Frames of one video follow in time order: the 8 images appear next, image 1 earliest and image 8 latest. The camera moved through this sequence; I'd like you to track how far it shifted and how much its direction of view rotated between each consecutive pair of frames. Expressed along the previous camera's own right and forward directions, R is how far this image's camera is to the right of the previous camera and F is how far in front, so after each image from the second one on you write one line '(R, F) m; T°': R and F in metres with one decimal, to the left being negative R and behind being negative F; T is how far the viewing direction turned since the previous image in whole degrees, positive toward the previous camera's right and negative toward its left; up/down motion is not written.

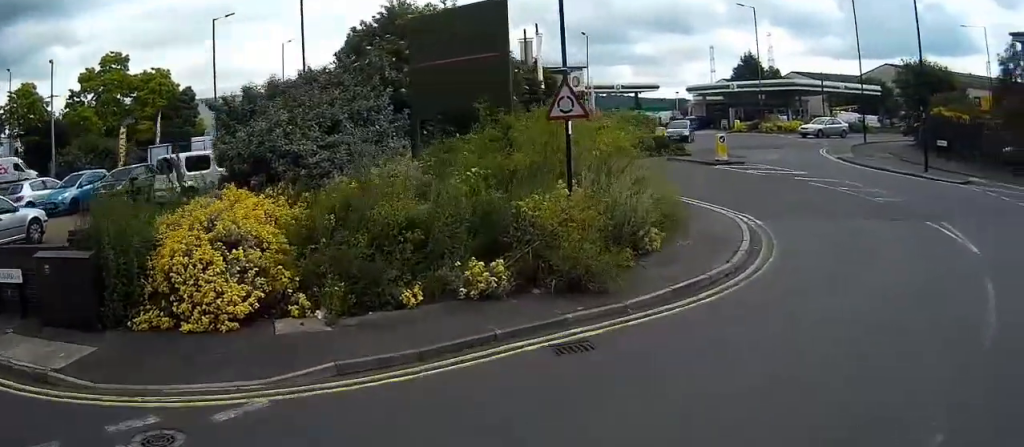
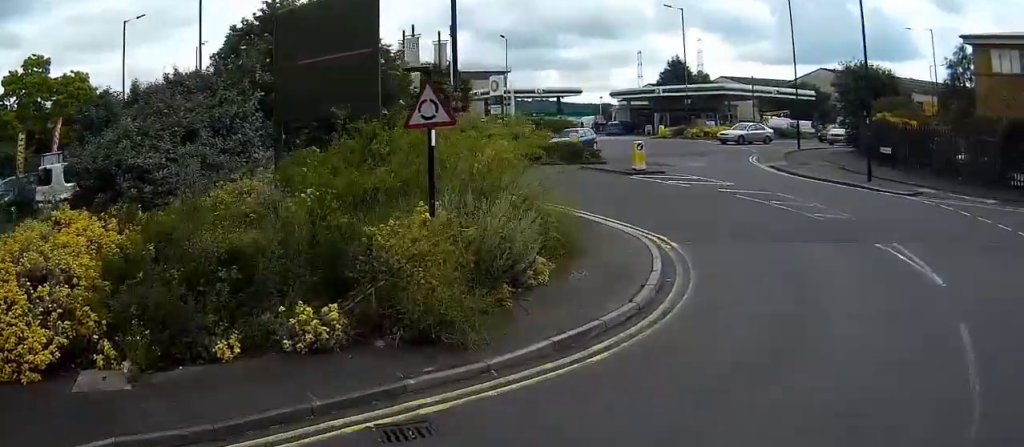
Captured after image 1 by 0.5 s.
(0.0, +2.2) m; +4°
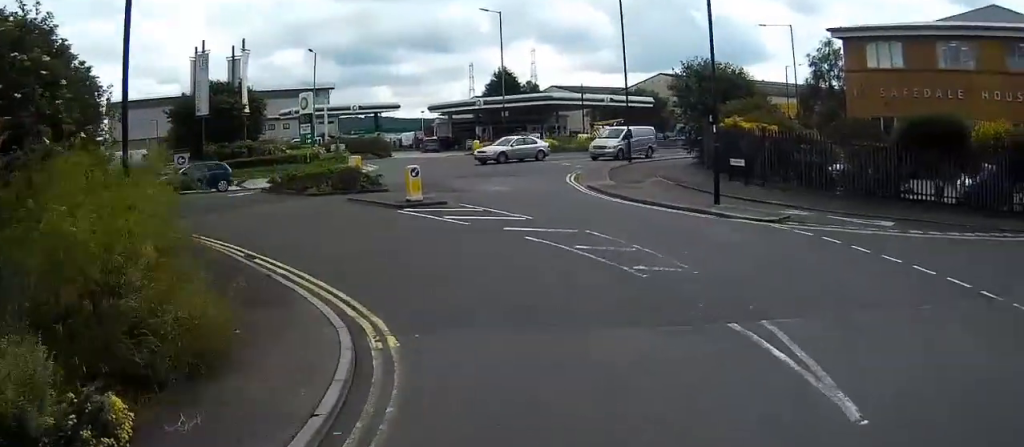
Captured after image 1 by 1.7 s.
(+0.6, +5.8) m; +4°
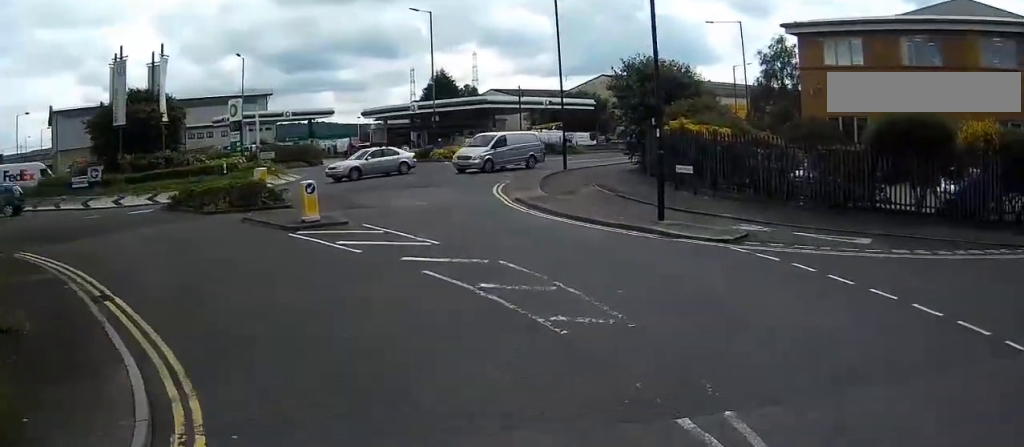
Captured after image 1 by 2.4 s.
(0.0, +3.6) m; -2°
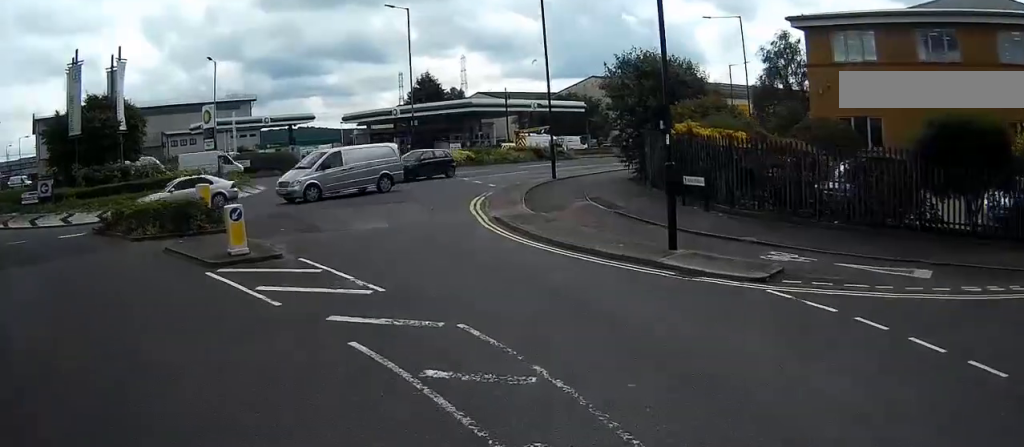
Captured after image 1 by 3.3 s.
(-0.1, +4.4) m; -5°
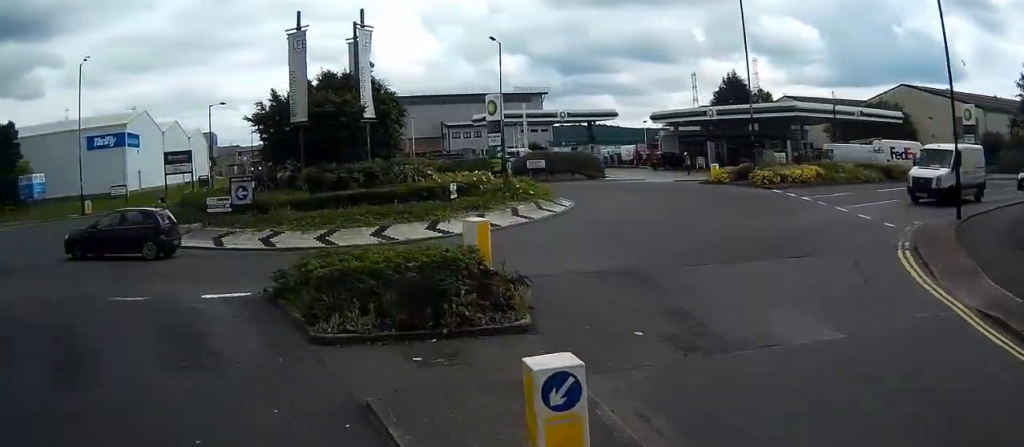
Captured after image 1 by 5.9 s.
(-1.2, +10.4) m; -15°
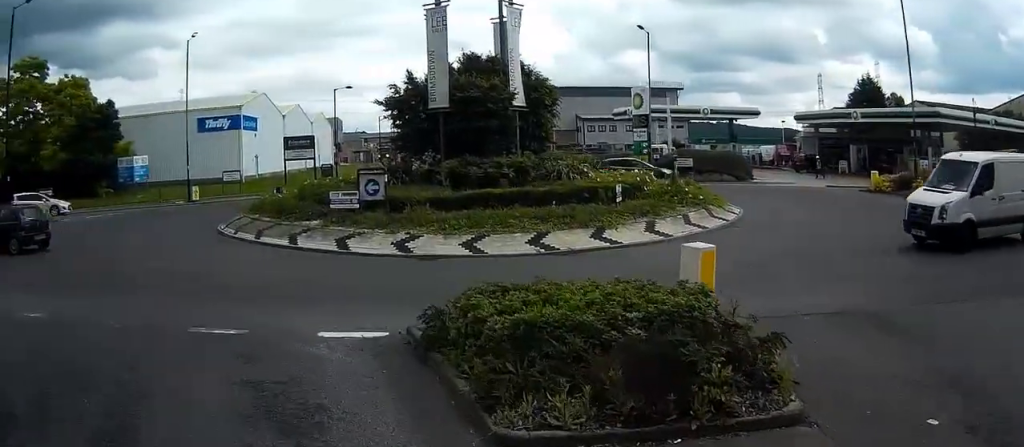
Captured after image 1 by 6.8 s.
(-0.4, +3.5) m; -23°
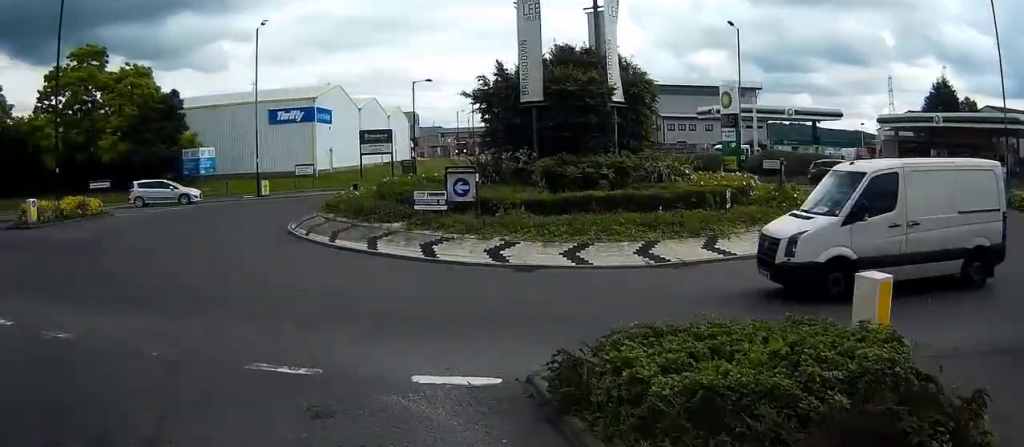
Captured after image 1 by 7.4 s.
(-0.1, +2.3) m; -23°
